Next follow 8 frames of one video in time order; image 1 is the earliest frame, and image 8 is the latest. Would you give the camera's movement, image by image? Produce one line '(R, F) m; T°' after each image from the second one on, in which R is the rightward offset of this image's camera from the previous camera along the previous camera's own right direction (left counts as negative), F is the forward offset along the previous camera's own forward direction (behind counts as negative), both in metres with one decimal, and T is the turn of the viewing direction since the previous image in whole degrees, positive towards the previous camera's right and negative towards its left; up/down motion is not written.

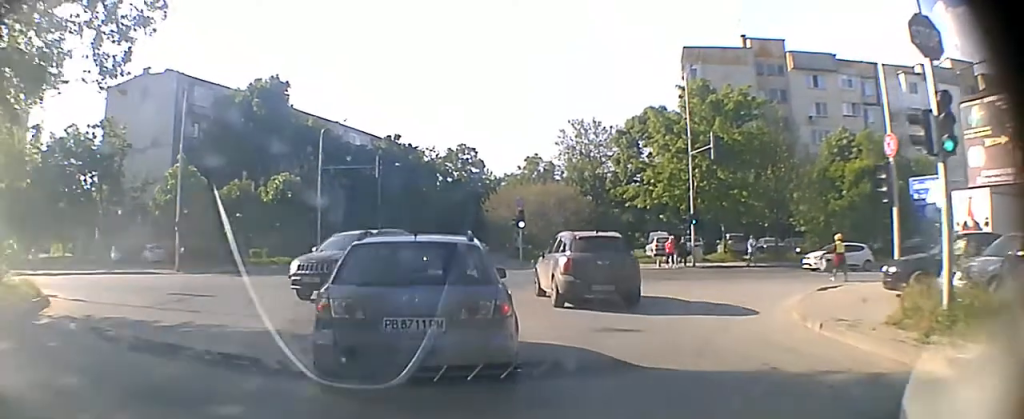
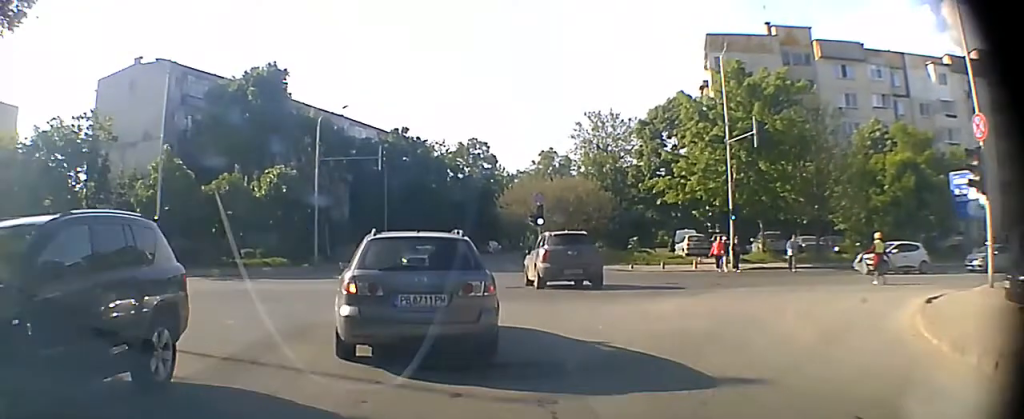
(-0.5, +5.9) m; -6°
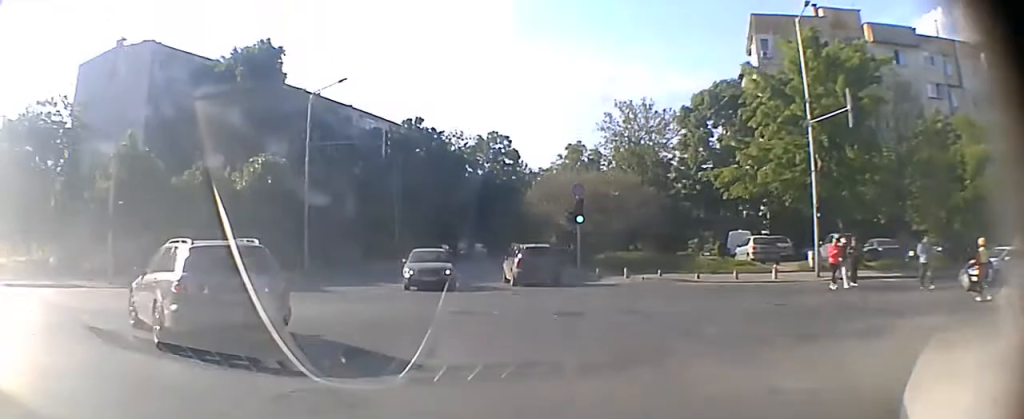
(-0.3, +8.4) m; -19°
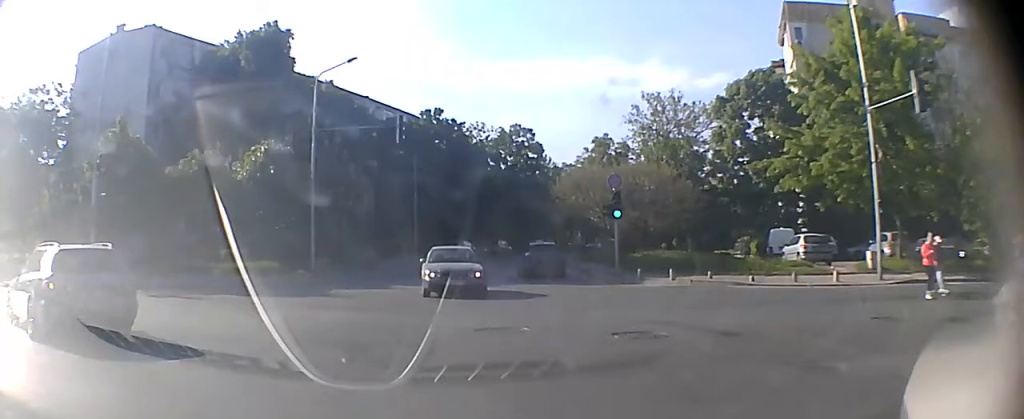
(-1.1, +4.1) m; -15°
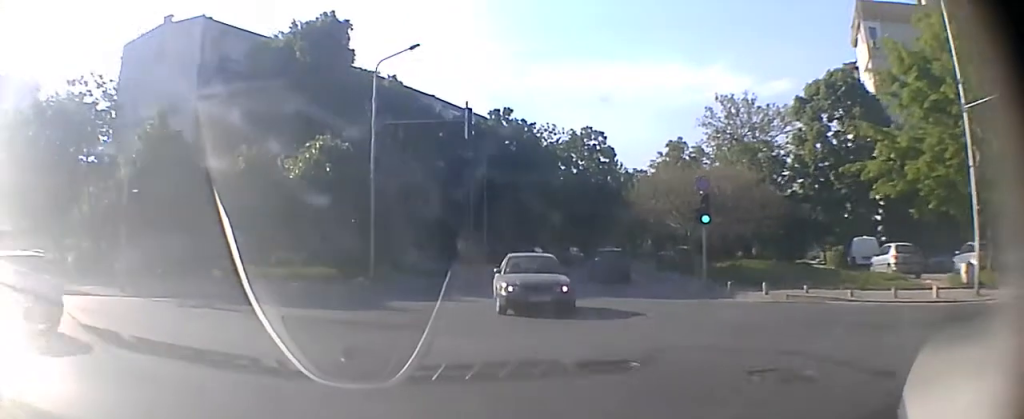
(-0.1, +3.1) m; -10°
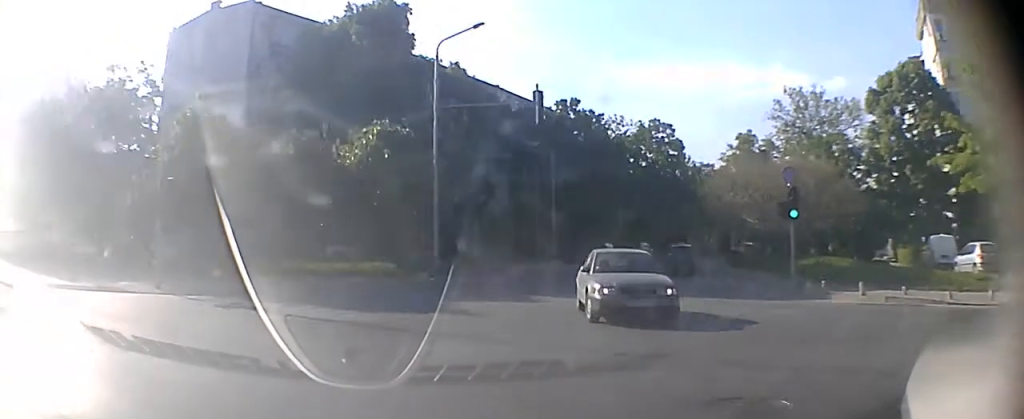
(+0.3, +2.4) m; -8°
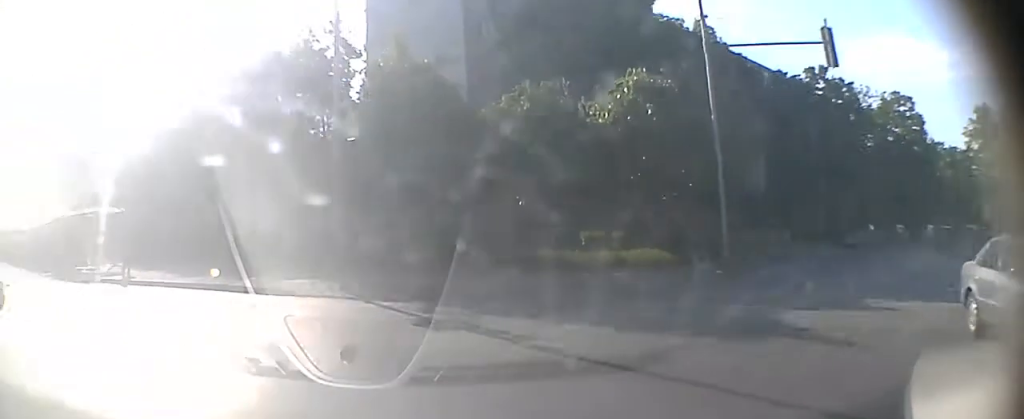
(-2.3, +6.9) m; -26°
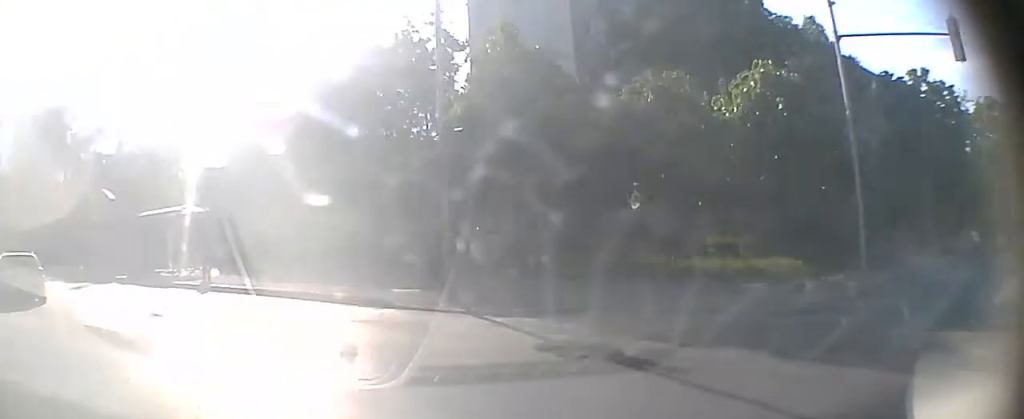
(-0.2, +2.3) m; -3°
